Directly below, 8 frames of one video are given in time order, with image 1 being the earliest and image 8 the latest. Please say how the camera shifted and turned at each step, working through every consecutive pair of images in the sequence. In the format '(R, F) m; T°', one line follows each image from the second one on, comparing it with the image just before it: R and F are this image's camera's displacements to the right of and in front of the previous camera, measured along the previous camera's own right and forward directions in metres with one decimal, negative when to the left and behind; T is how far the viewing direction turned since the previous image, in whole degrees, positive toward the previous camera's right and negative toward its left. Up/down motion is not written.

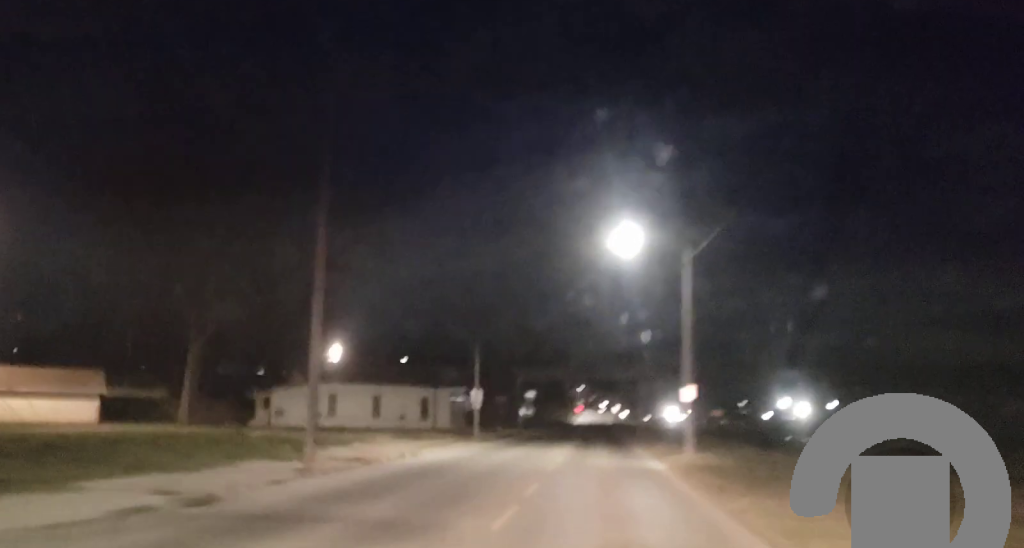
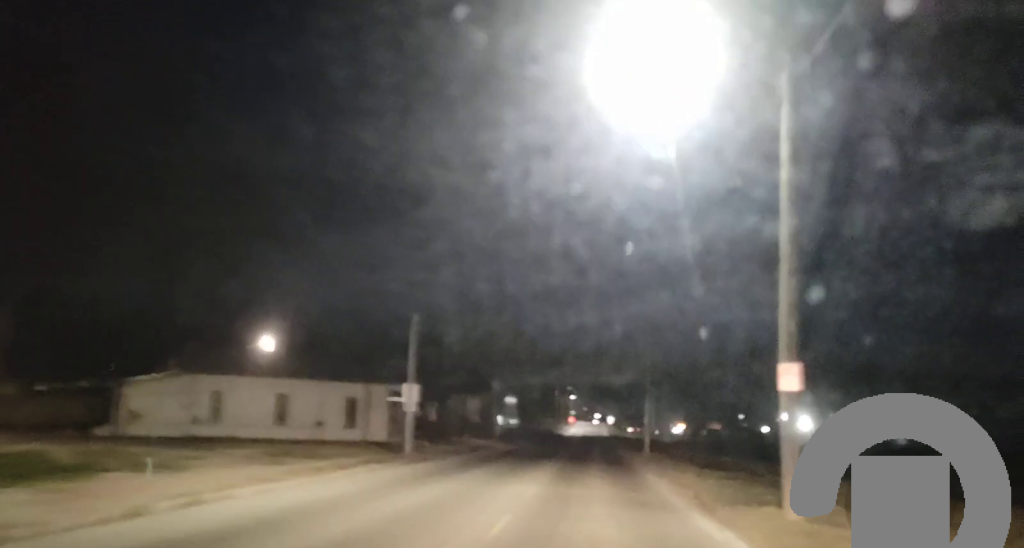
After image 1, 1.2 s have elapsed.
(0.0, +17.3) m; +1°
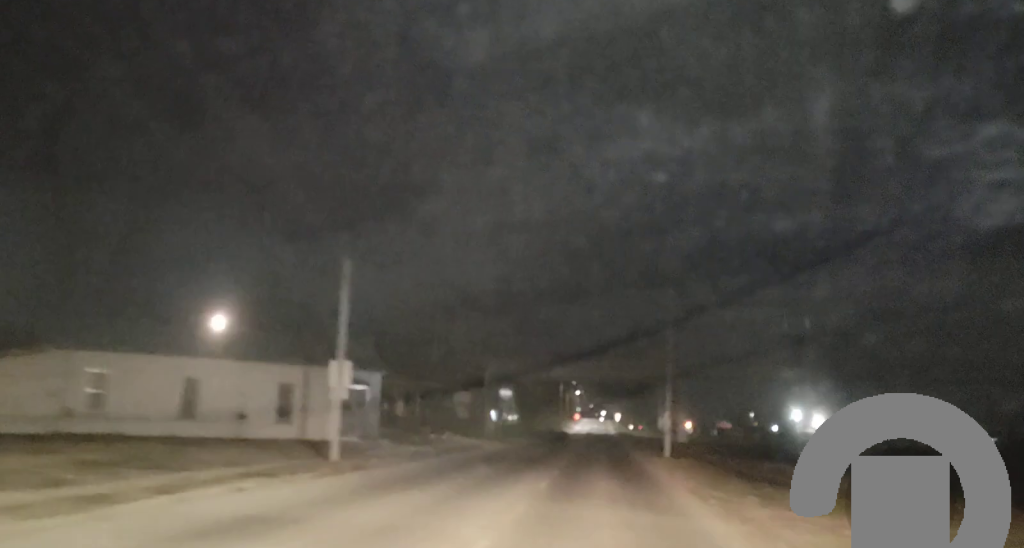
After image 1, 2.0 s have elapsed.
(+0.2, +11.0) m; +1°
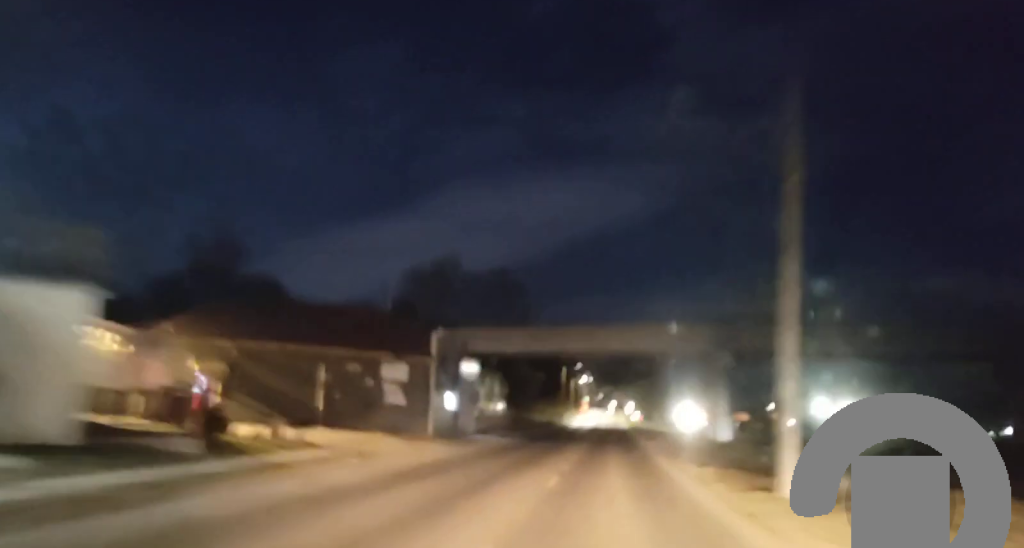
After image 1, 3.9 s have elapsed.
(+0.1, +25.8) m; -1°
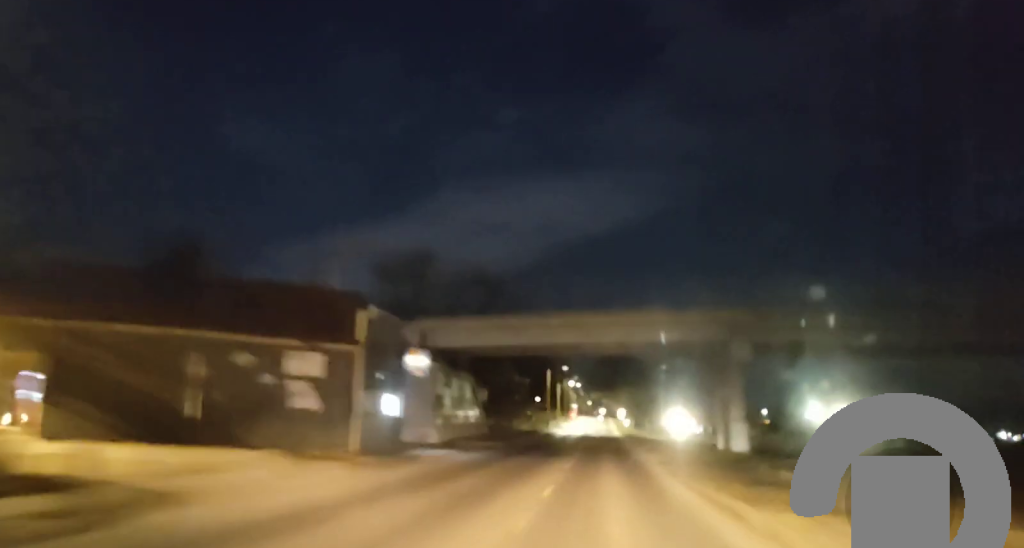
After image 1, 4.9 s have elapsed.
(-0.1, +13.3) m; -1°
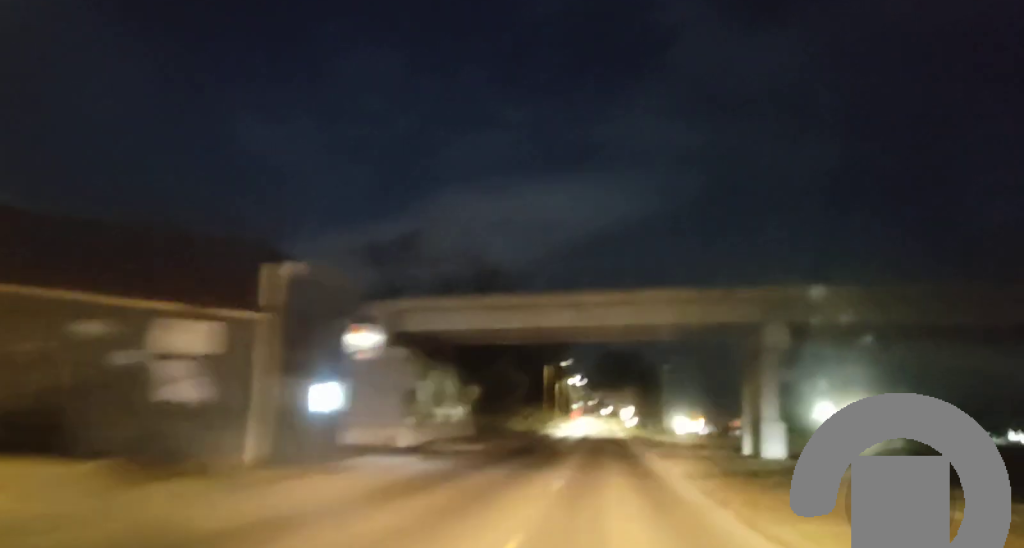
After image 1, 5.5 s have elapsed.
(0.0, +9.4) m; 0°
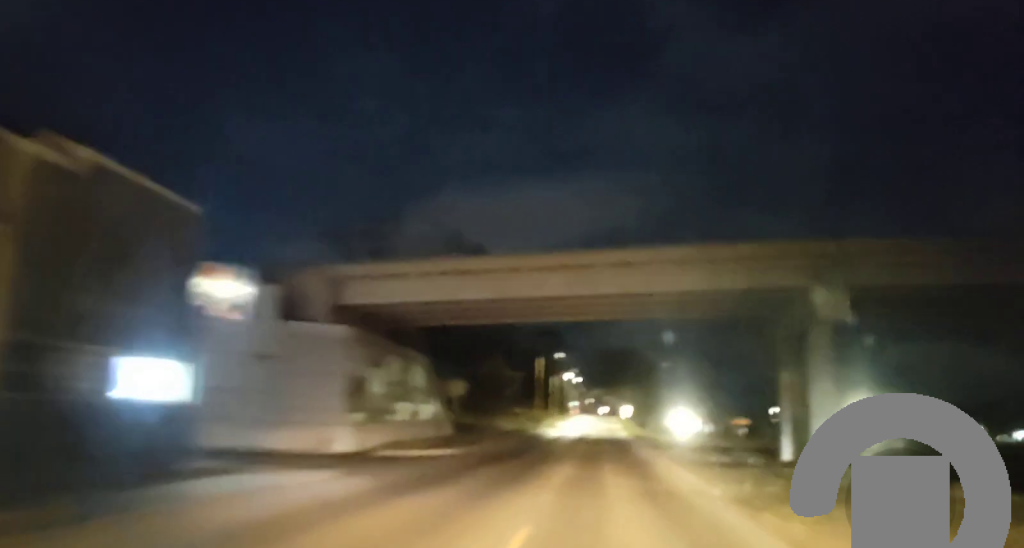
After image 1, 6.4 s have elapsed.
(0.0, +11.7) m; +2°
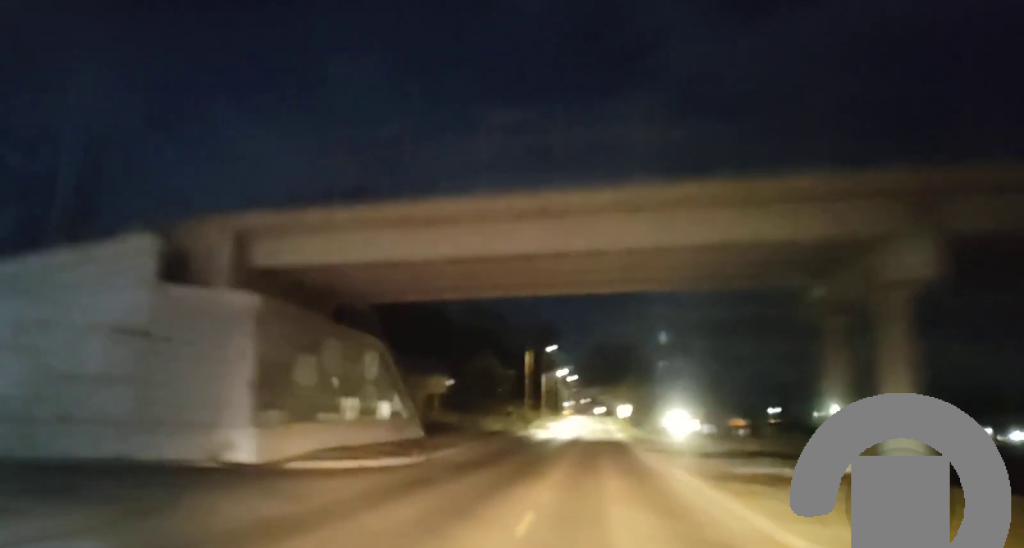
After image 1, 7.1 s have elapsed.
(+0.3, +9.4) m; 0°
